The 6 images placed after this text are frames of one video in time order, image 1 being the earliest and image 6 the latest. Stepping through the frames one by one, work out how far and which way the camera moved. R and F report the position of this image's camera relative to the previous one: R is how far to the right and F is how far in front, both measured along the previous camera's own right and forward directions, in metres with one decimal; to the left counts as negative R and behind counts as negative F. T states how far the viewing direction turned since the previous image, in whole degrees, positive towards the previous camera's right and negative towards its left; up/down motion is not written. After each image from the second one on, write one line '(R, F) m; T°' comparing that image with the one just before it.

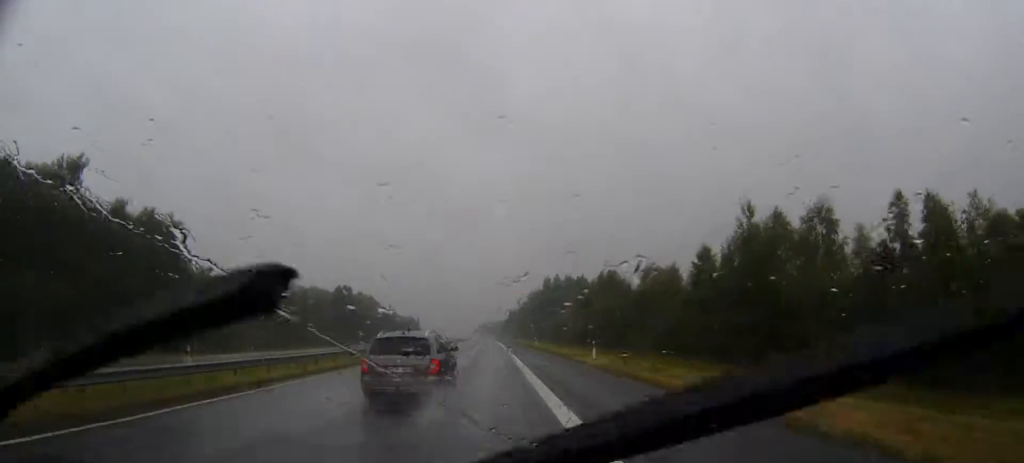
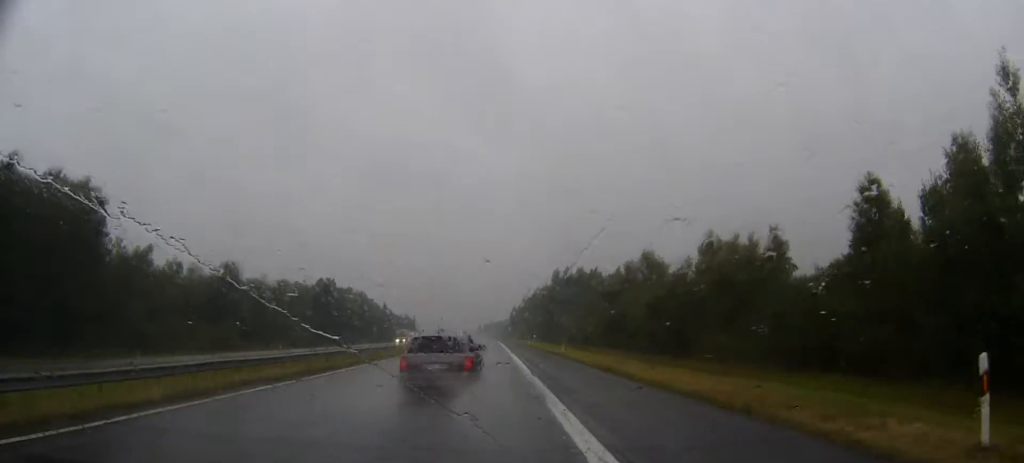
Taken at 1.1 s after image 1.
(0.0, +31.0) m; 0°
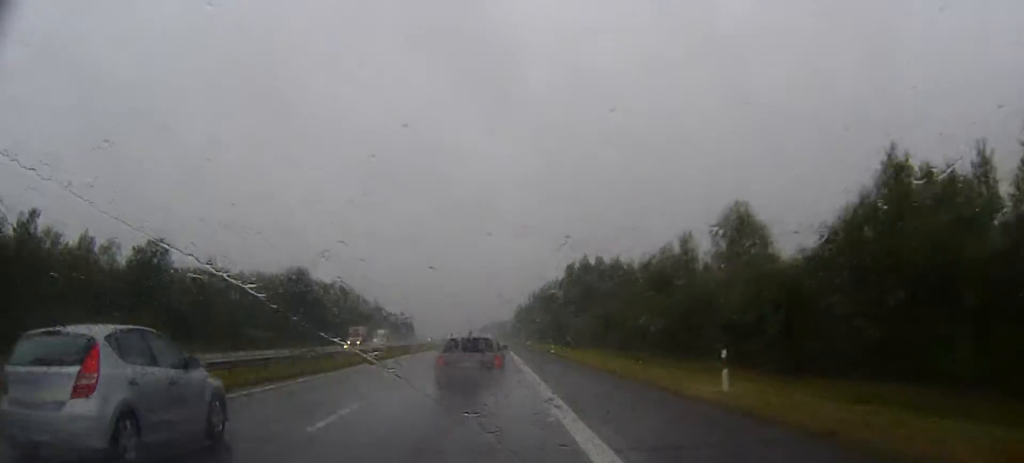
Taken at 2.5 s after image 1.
(-0.2, +38.5) m; 0°
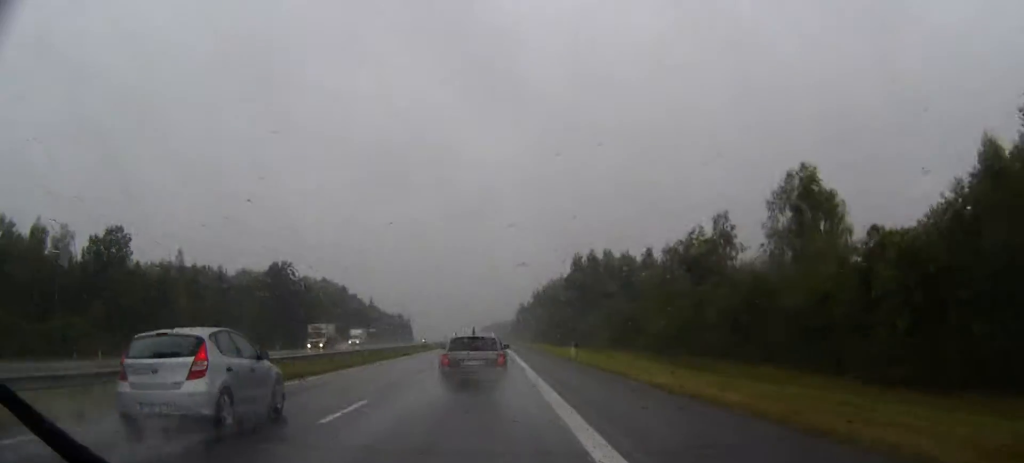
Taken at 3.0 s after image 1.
(0.0, +15.0) m; 0°
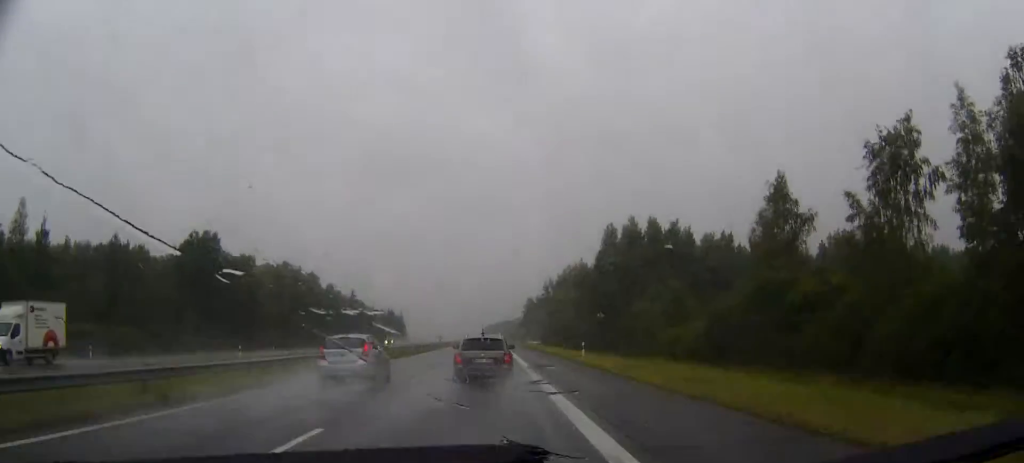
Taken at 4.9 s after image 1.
(-0.1, +52.5) m; 0°
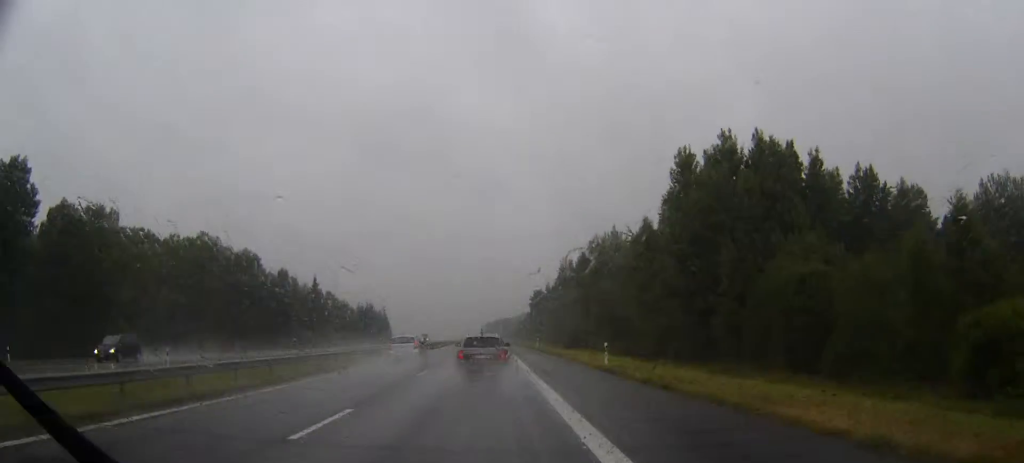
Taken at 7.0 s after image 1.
(+0.1, +61.0) m; 0°
